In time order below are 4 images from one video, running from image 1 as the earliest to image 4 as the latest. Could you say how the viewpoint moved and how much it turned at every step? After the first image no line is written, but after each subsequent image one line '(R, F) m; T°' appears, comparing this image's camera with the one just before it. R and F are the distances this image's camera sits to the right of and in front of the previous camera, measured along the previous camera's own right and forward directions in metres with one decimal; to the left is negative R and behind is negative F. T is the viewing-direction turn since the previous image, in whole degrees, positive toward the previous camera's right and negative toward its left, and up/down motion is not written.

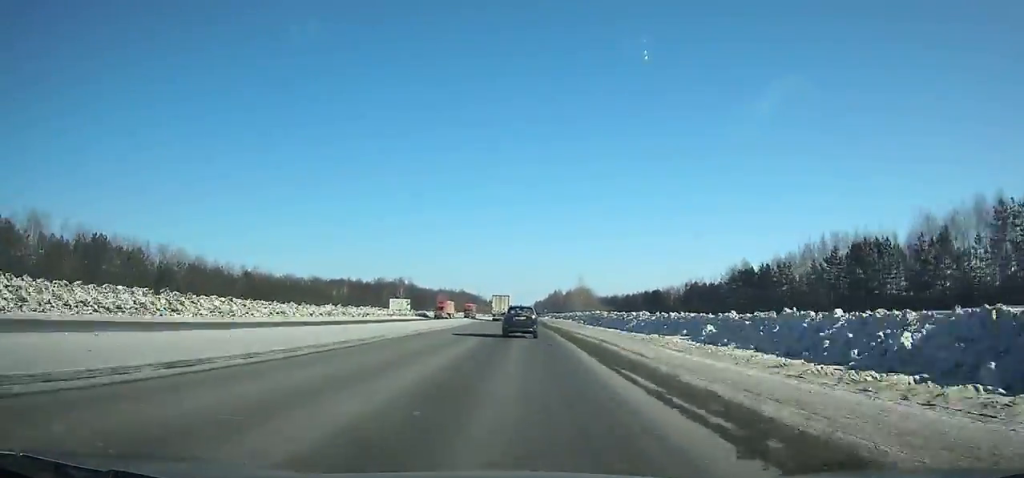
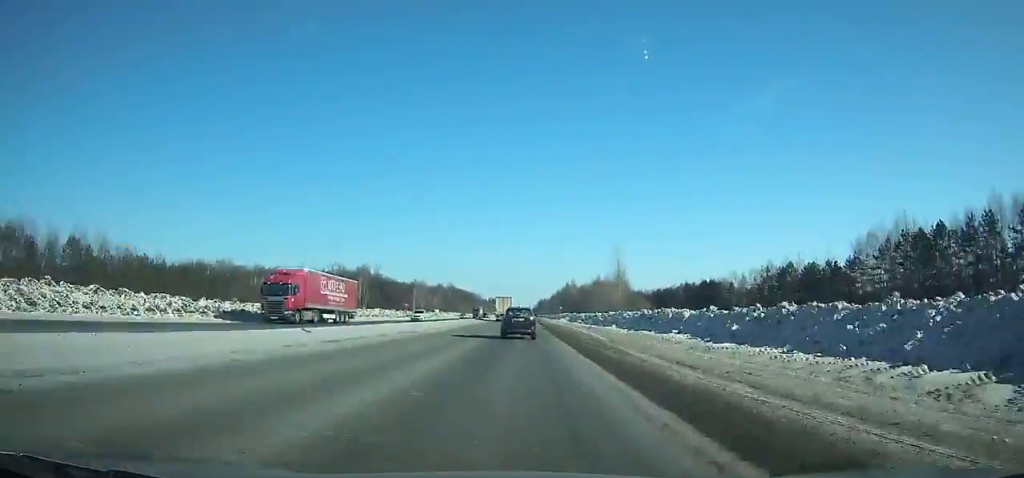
(0.0, +73.0) m; 0°
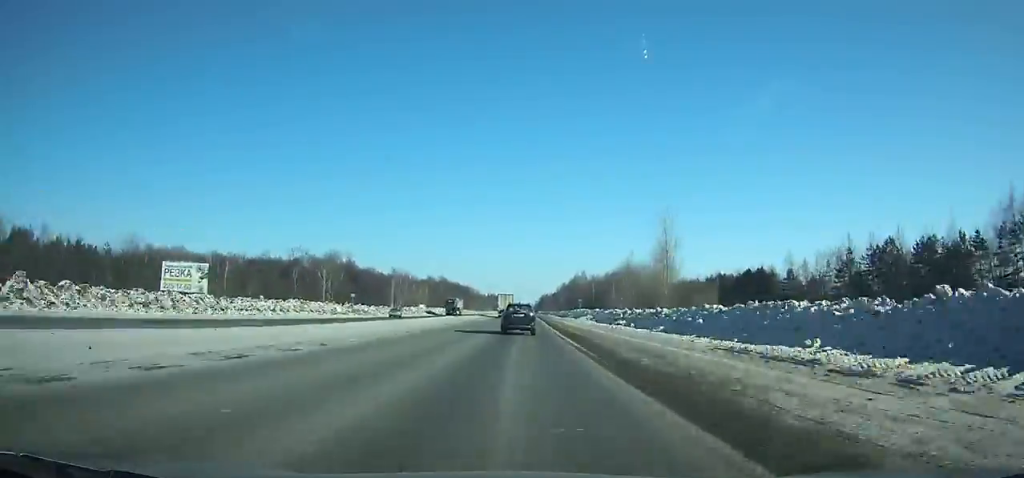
(0.0, +39.0) m; 0°
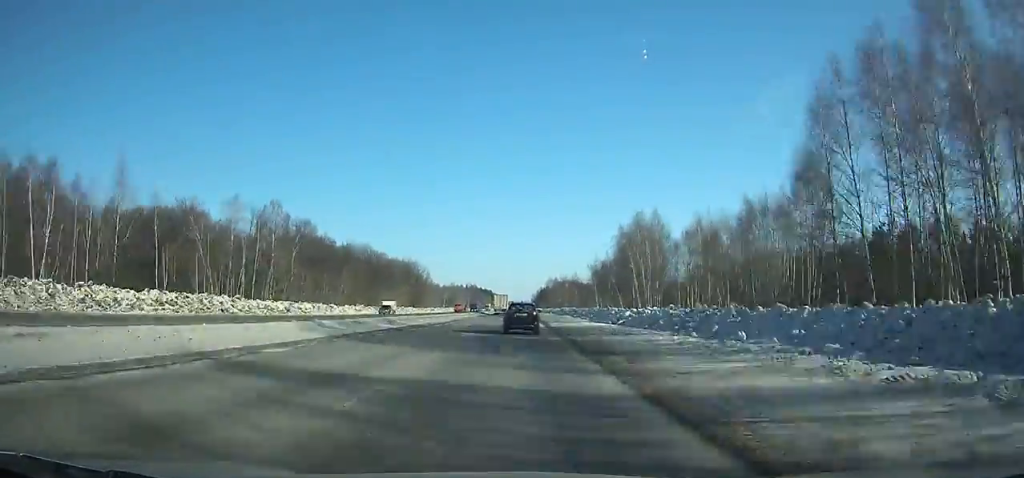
(-0.4, +193.2) m; 0°
